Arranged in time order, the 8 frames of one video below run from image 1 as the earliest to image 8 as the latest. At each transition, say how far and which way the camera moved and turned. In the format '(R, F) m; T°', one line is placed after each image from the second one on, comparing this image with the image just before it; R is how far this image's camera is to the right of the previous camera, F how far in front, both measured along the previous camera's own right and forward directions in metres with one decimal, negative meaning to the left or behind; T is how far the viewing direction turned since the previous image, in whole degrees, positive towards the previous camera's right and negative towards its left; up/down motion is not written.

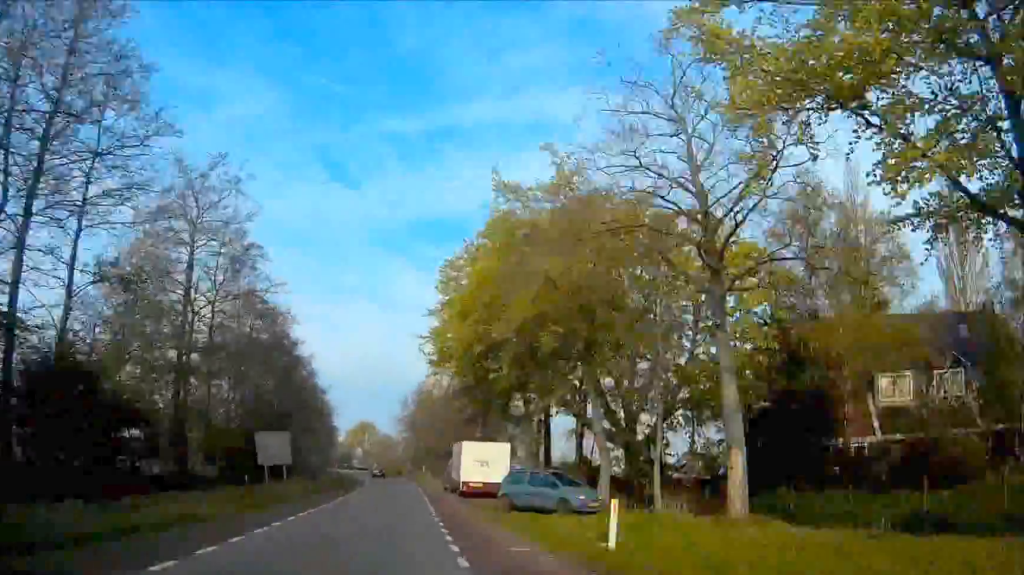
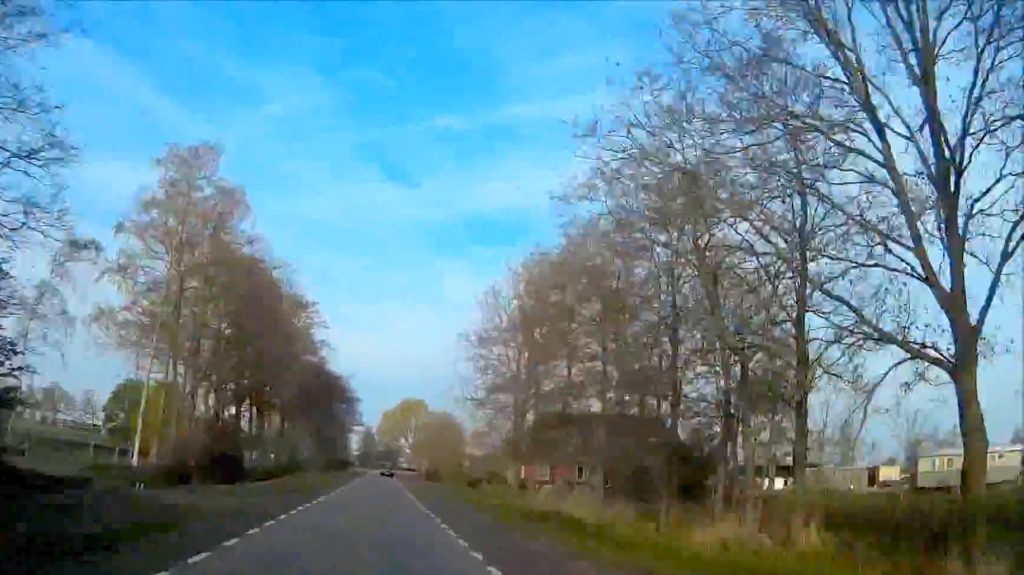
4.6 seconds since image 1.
(-3.5, +82.1) m; -4°
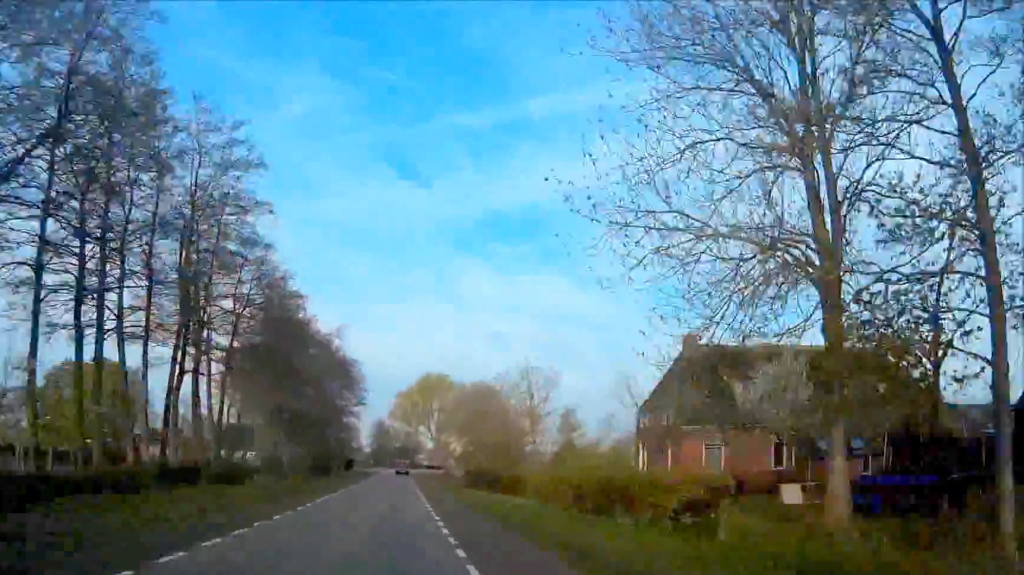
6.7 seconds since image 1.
(-0.3, +38.6) m; -1°
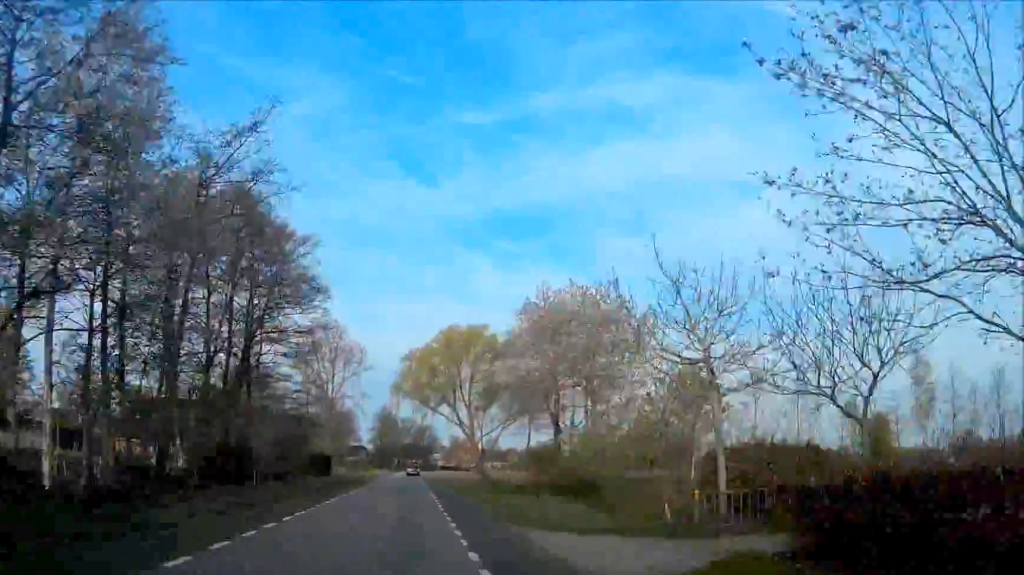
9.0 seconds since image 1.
(-0.5, +44.3) m; -1°
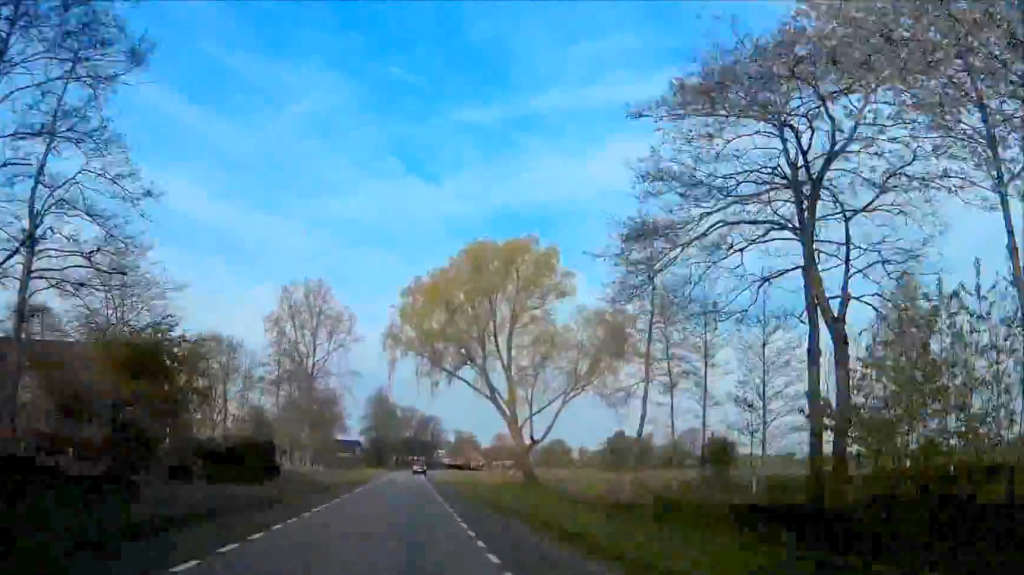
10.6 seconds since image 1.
(-0.1, +30.7) m; 0°
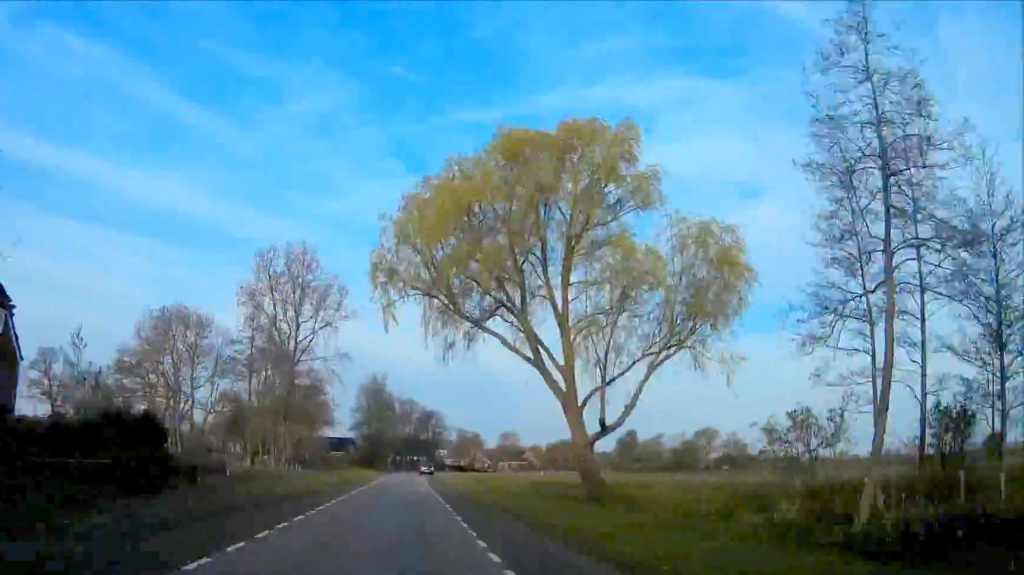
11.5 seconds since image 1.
(-0.1, +17.9) m; 0°
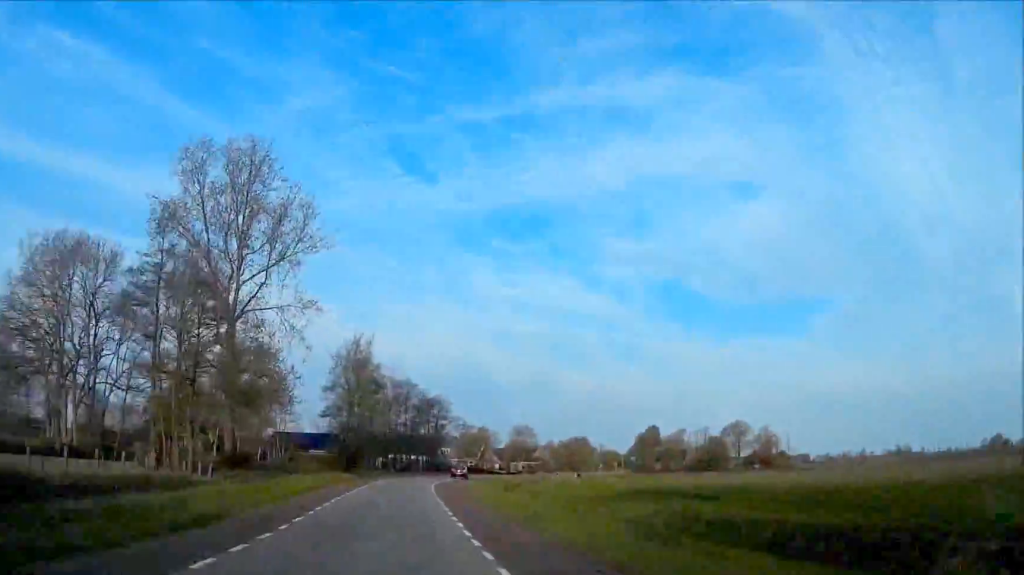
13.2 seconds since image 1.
(+0.4, +32.1) m; +1°
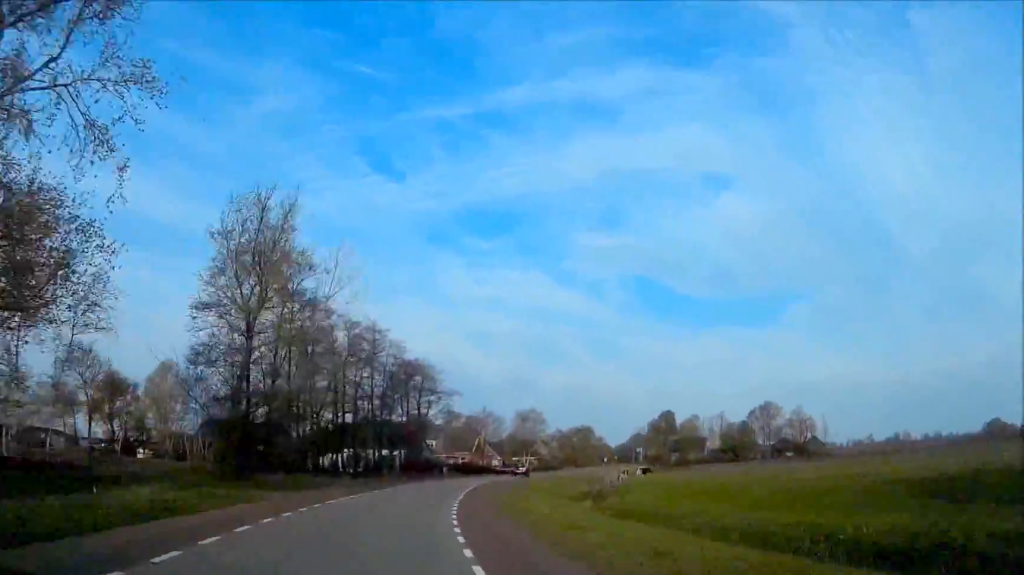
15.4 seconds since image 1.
(+0.5, +41.0) m; +3°
